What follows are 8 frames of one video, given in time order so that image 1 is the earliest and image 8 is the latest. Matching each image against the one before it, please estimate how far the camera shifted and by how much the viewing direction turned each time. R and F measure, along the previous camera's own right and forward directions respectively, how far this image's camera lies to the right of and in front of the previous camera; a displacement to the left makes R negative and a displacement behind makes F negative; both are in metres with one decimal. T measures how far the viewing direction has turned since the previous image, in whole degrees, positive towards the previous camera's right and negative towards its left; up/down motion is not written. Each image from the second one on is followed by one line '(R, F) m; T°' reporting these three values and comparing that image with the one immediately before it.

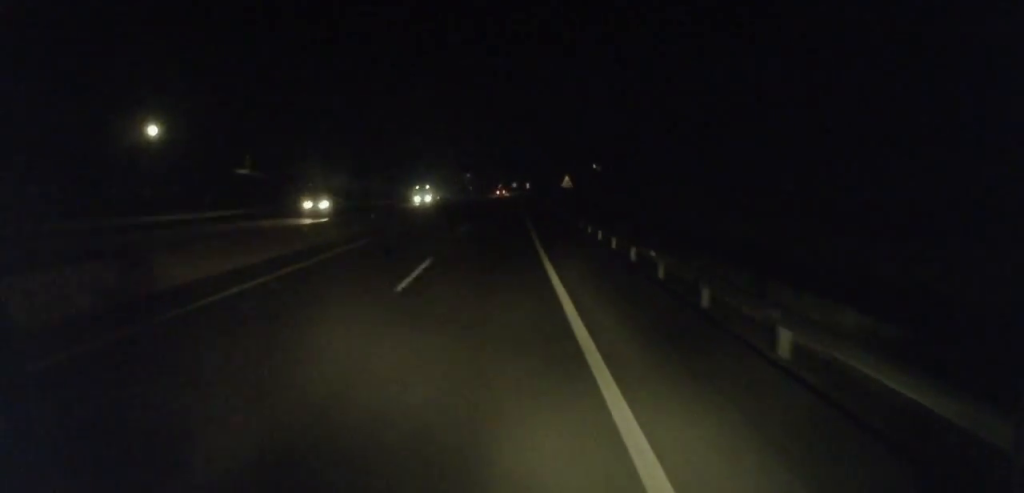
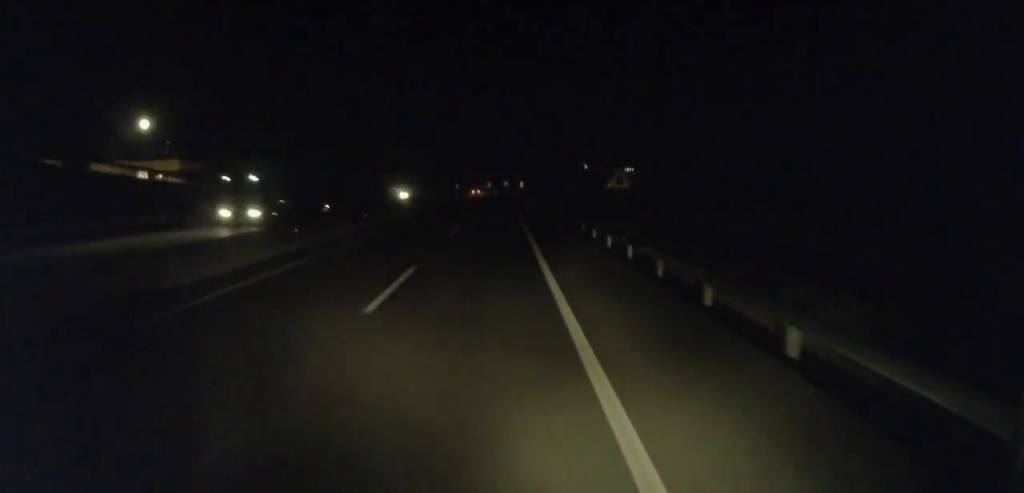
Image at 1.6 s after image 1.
(+0.3, +35.6) m; 0°
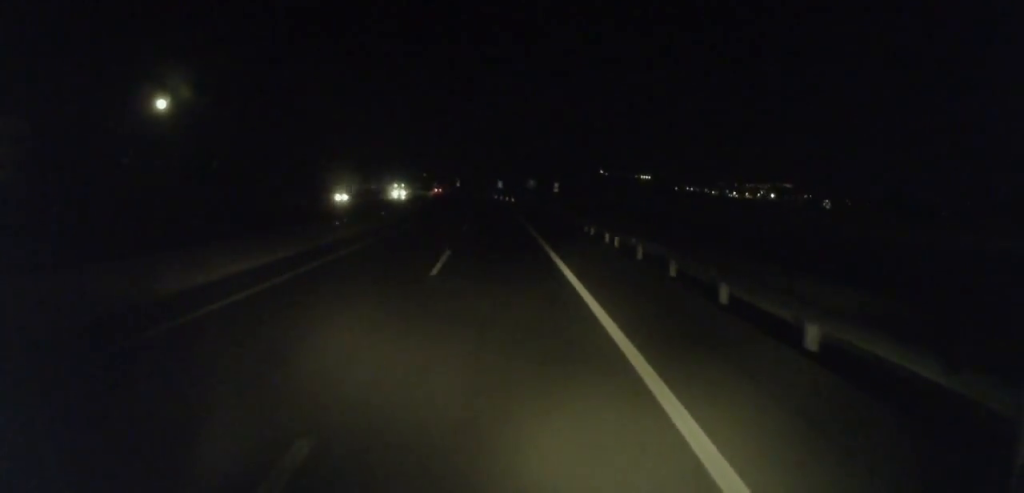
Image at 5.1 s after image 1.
(+0.6, +77.7) m; 0°
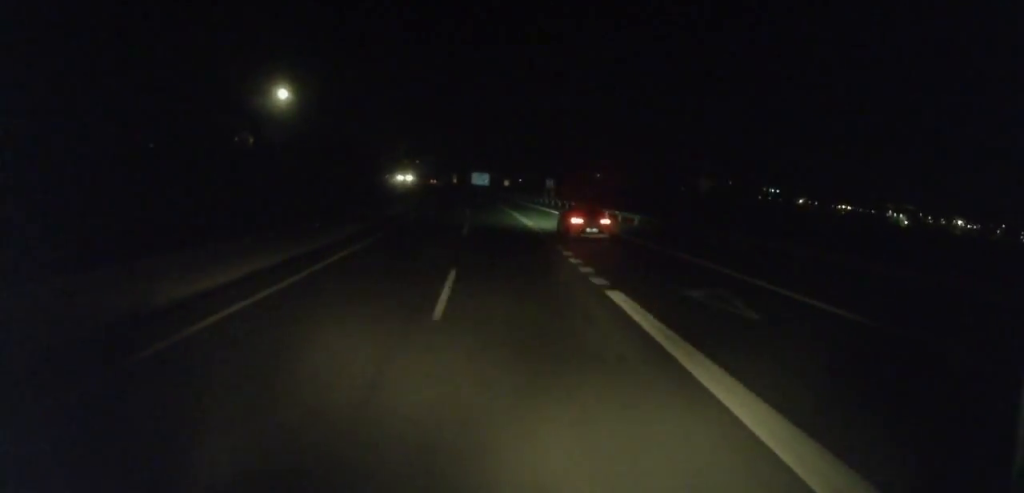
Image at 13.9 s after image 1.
(-12.0, +205.3) m; -9°
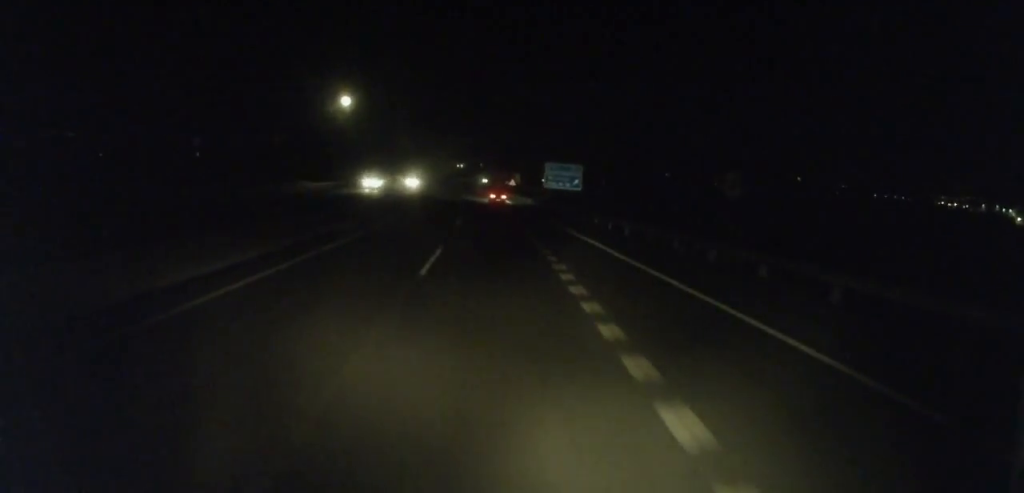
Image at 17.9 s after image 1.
(-4.8, +96.1) m; -5°
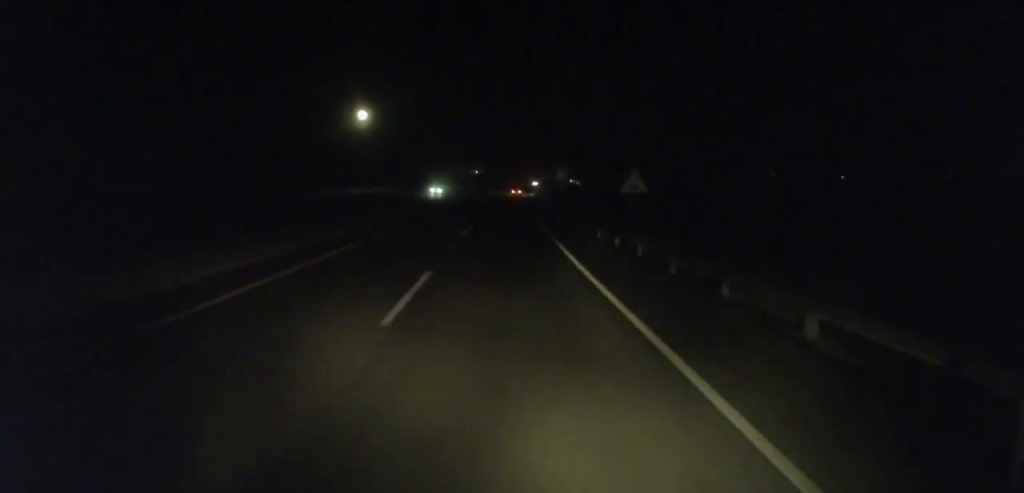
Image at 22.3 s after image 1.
(-4.0, +106.6) m; -2°
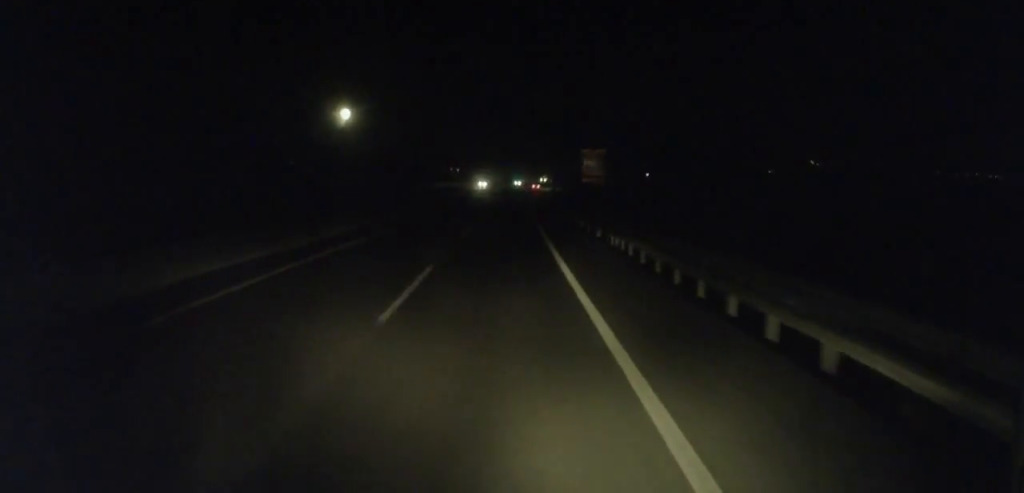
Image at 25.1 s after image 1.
(0.0, +67.9) m; +1°
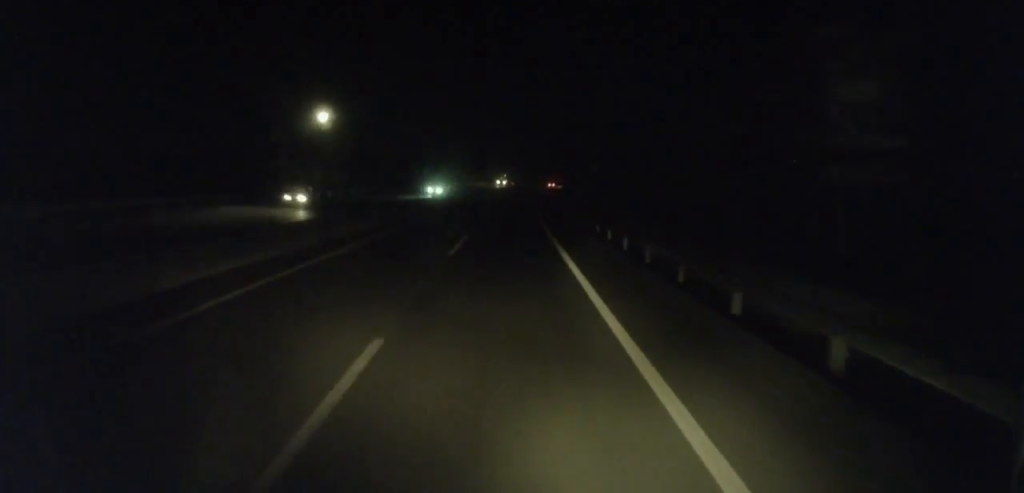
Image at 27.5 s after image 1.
(+0.1, +58.2) m; +2°
